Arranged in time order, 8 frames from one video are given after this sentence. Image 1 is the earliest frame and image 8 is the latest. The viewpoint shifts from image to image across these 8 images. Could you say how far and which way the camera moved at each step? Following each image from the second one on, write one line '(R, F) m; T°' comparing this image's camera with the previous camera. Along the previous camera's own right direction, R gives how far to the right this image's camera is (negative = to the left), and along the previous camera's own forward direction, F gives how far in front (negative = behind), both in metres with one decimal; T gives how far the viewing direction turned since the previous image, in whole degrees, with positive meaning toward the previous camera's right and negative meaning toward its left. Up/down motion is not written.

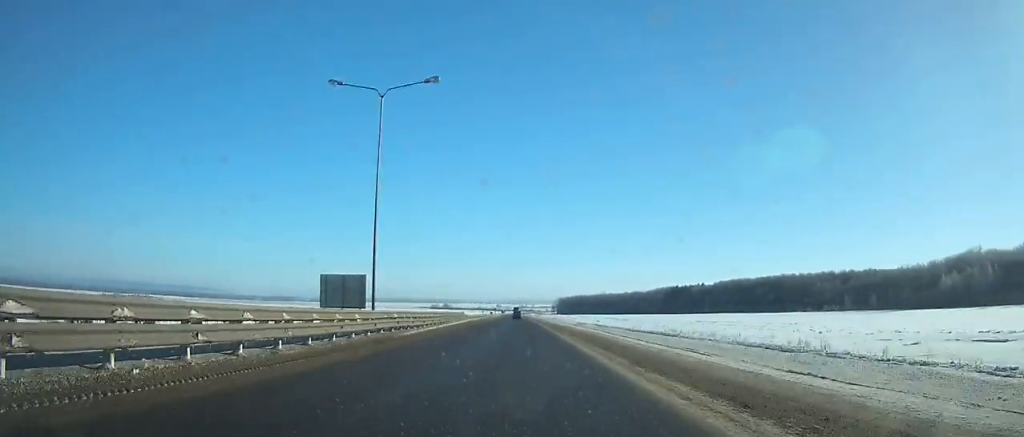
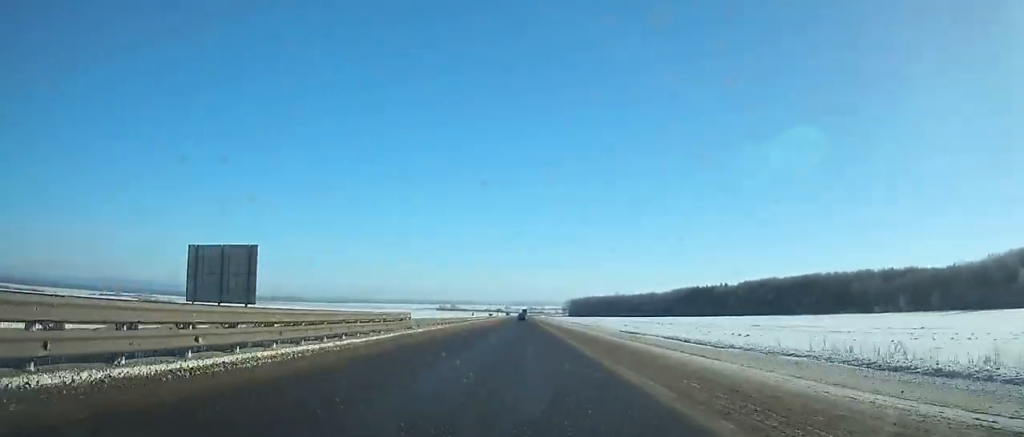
(-0.2, +35.3) m; -1°
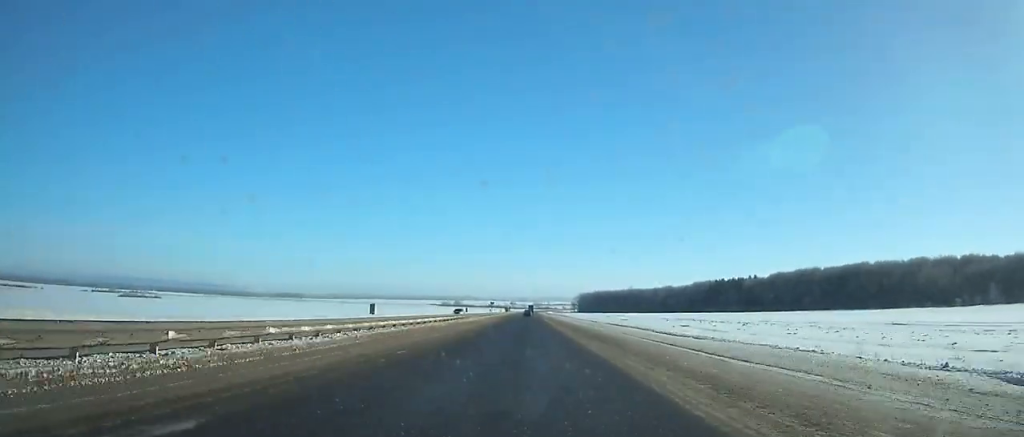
(-0.4, +48.8) m; -1°
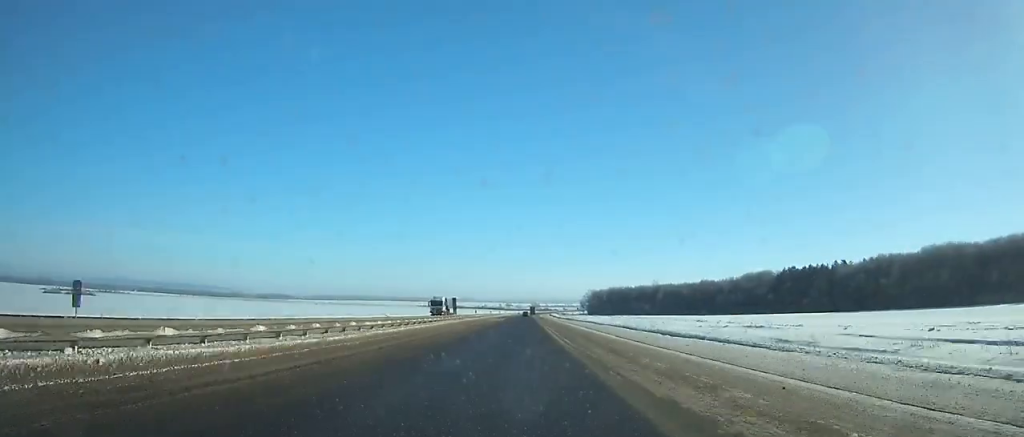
(-0.2, +123.0) m; 0°
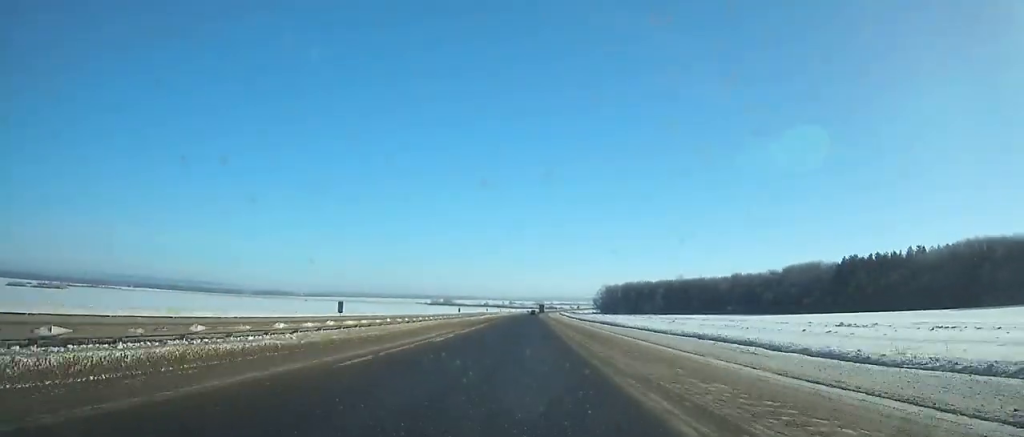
(0.0, +58.3) m; 0°
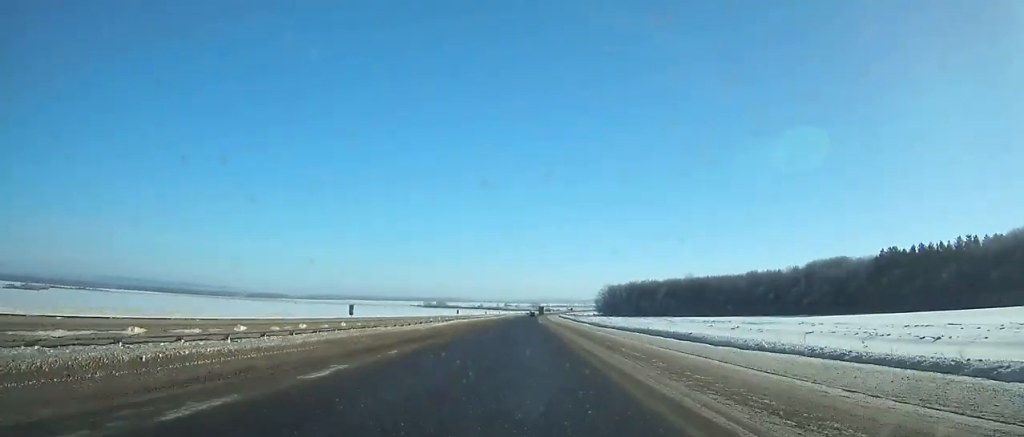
(0.0, +33.5) m; 0°
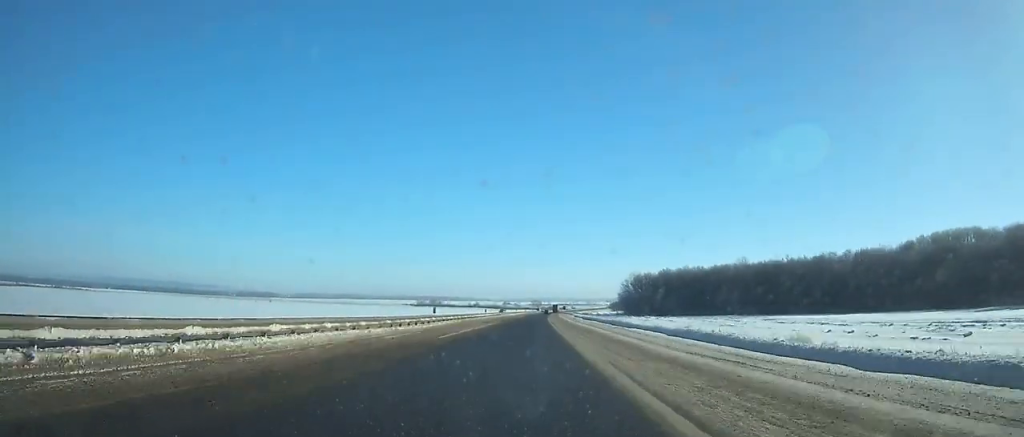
(+0.1, +89.0) m; 0°
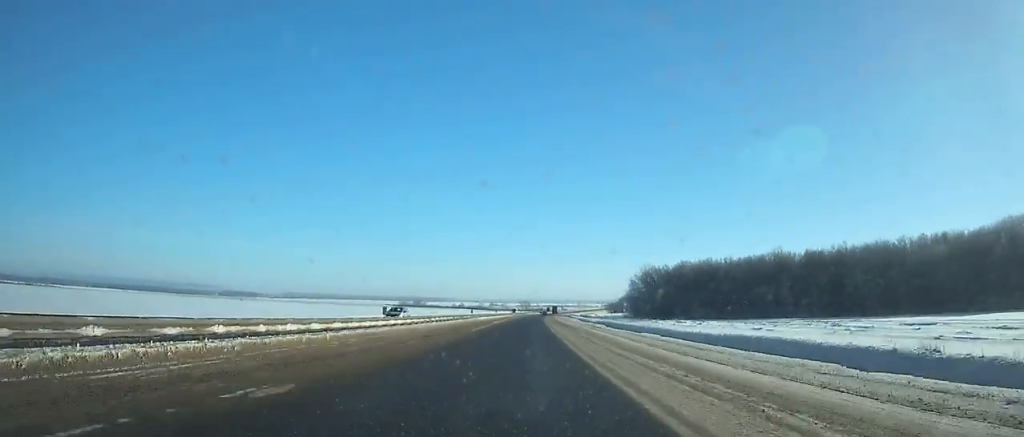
(+0.2, +50.9) m; +1°
